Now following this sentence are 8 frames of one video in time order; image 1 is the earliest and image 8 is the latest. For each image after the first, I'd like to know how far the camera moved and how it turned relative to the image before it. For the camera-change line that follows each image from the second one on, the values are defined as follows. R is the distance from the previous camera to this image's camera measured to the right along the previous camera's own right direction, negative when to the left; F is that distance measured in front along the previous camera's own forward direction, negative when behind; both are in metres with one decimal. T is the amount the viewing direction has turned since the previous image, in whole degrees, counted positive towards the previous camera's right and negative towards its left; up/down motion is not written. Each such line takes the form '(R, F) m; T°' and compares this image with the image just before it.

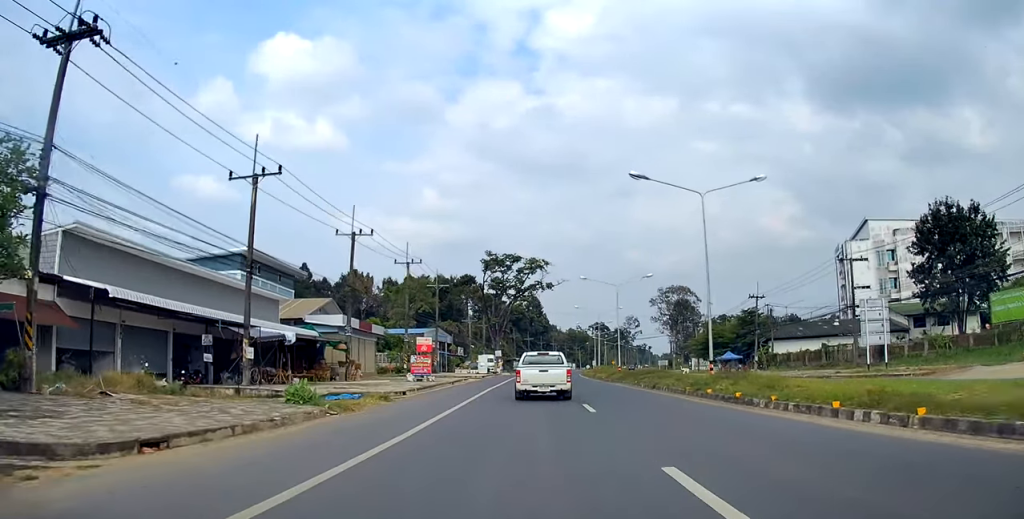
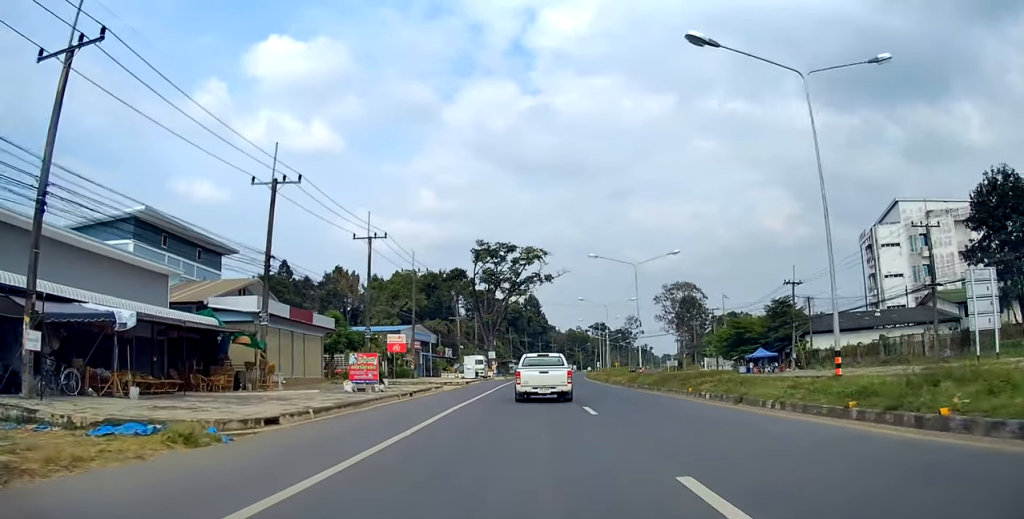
(+0.1, +12.9) m; 0°
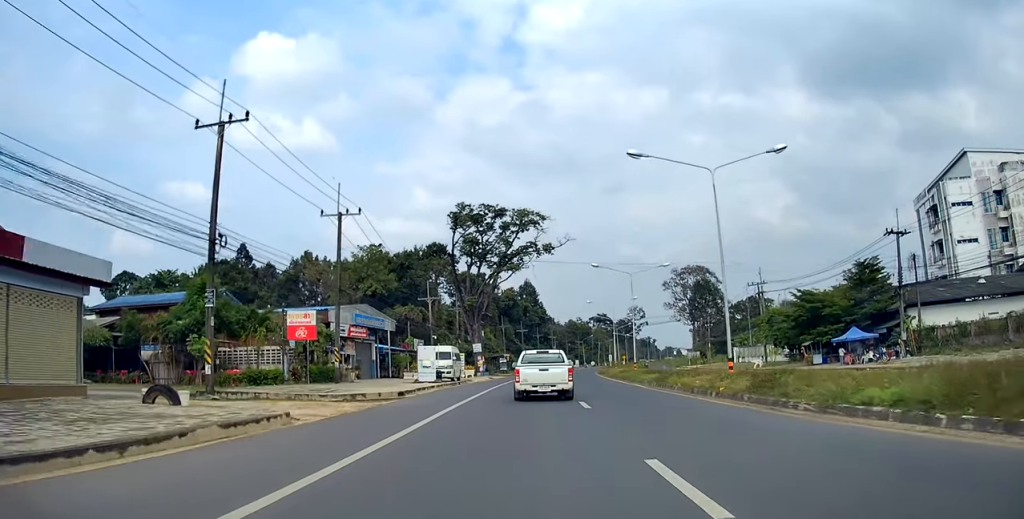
(-0.1, +22.5) m; 0°
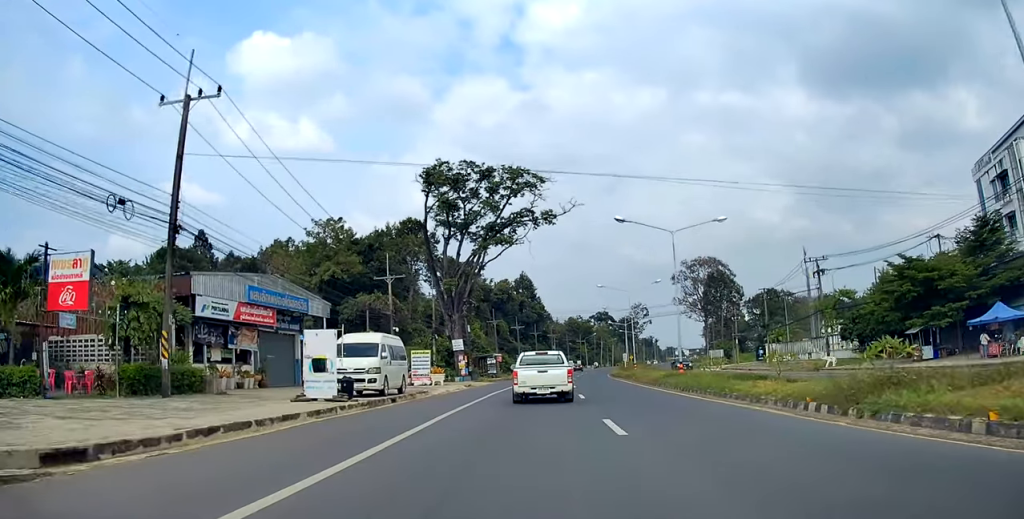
(+0.1, +18.9) m; 0°
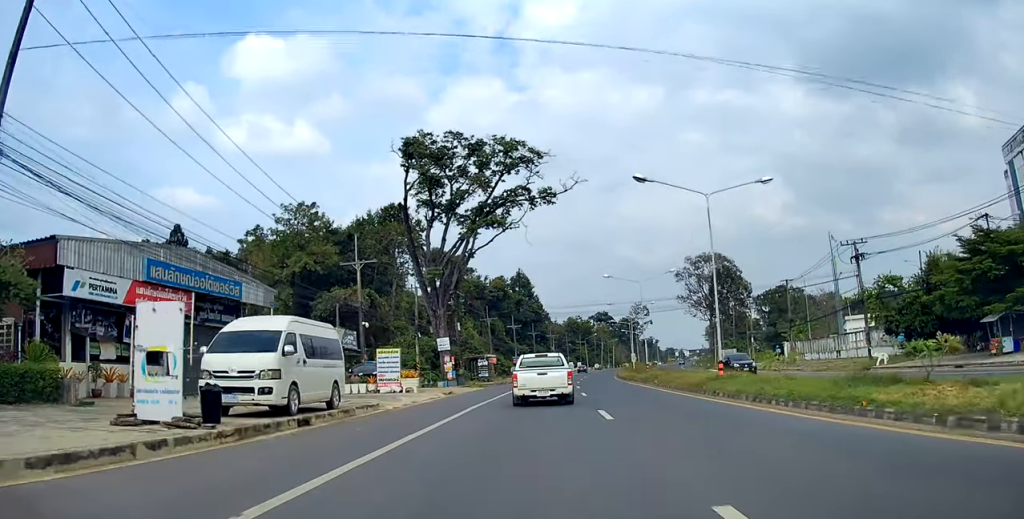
(0.0, +8.6) m; -1°
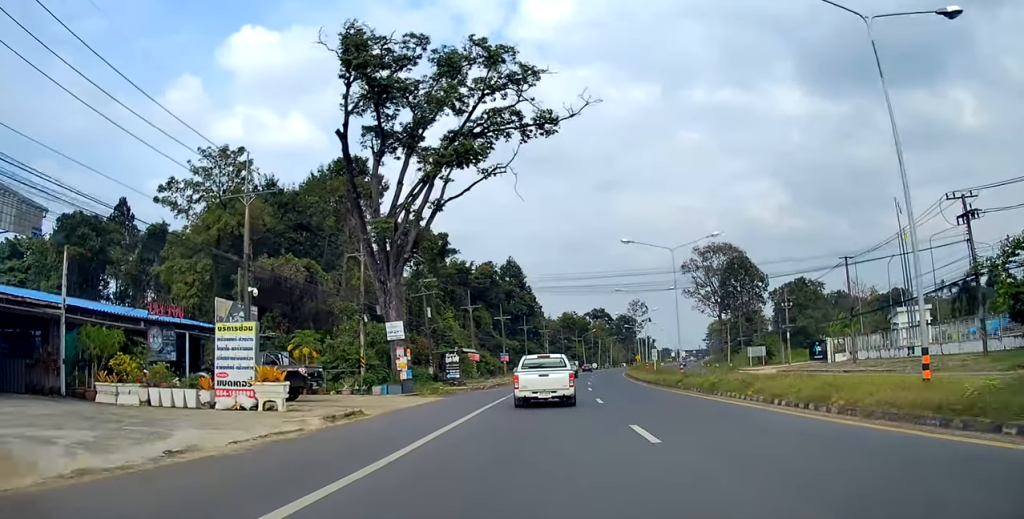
(-0.3, +16.6) m; 0°
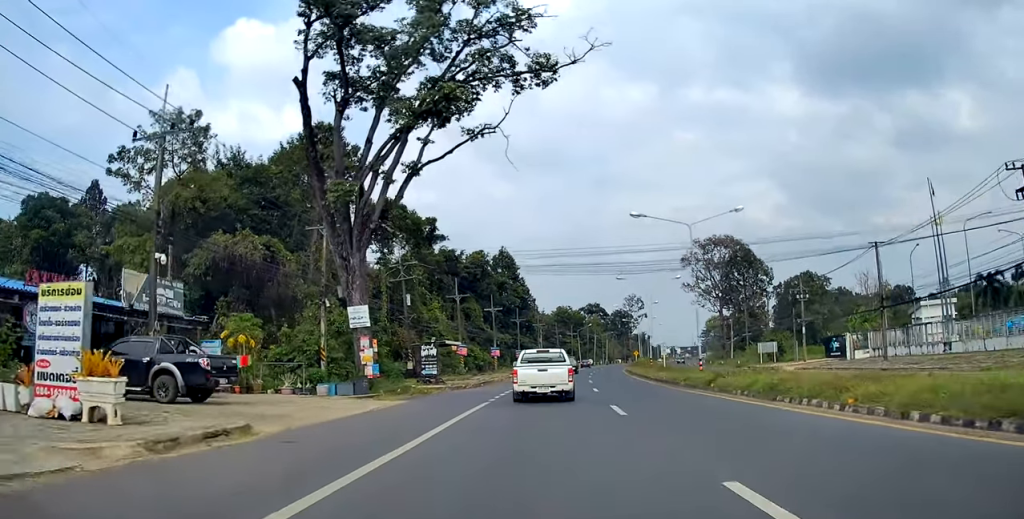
(+0.2, +6.8) m; 0°
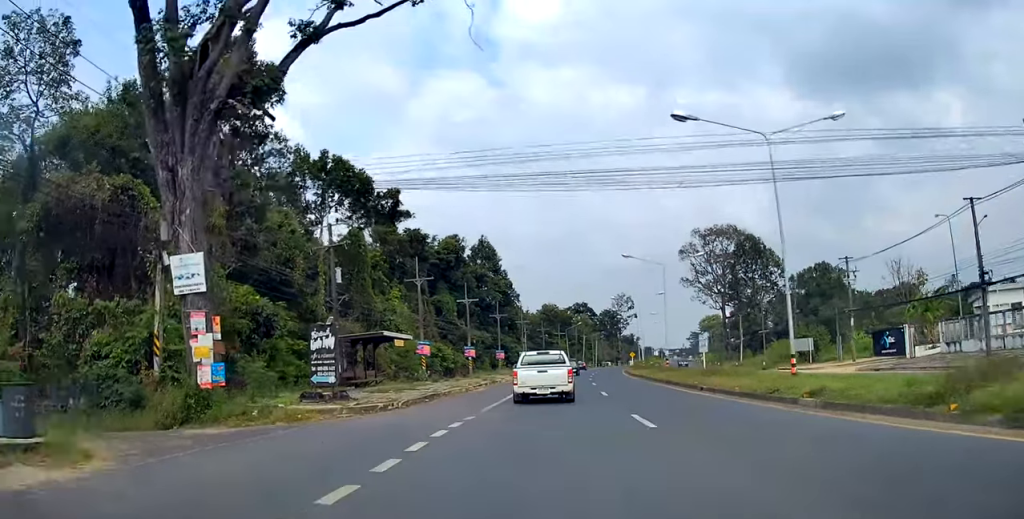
(-0.2, +14.8) m; -1°
